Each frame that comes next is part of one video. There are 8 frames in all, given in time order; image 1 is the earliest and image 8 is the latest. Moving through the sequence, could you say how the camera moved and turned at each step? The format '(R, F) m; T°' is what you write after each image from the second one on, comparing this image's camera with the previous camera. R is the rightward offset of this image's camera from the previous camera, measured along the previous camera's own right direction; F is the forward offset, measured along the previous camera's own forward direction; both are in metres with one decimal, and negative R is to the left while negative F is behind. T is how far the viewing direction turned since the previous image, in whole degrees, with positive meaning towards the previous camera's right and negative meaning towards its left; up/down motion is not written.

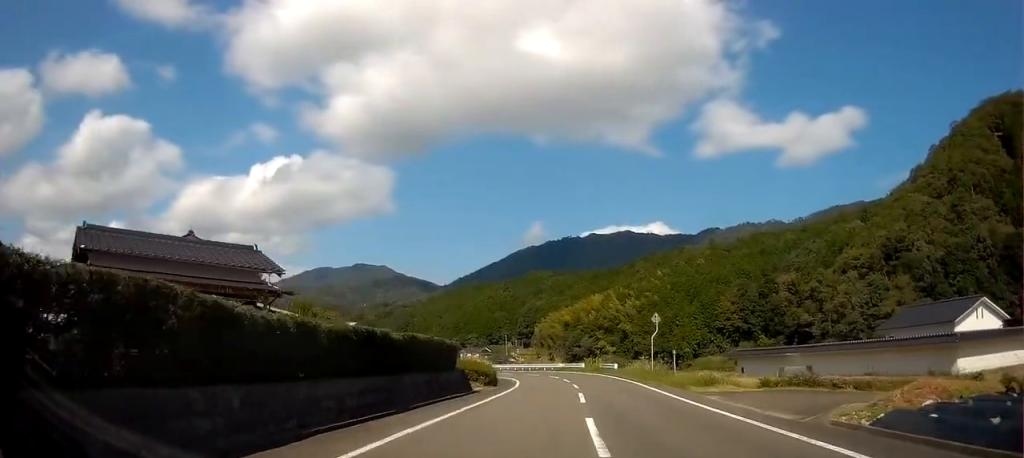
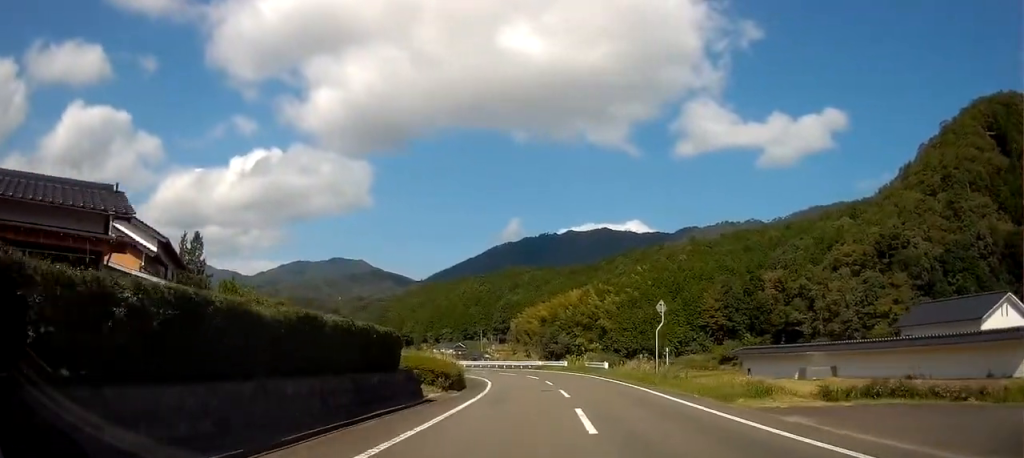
(-0.1, +7.5) m; +4°
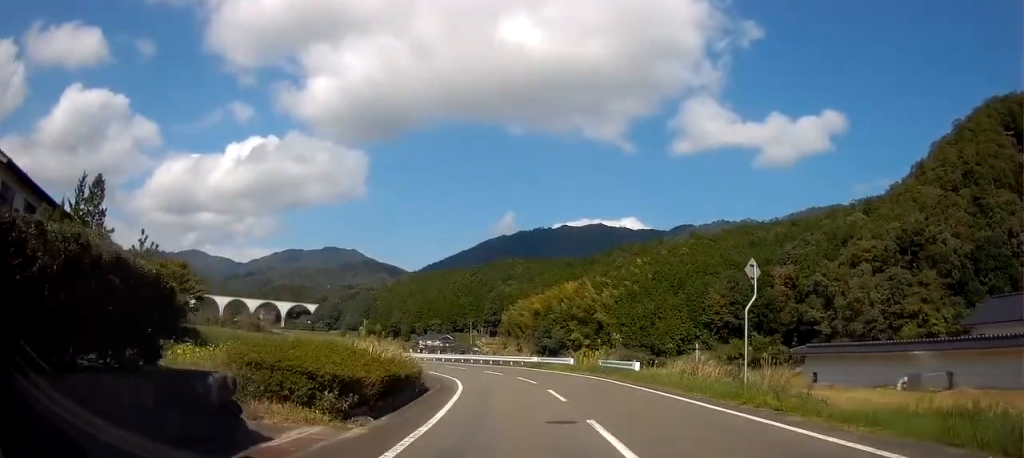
(+1.1, +13.0) m; +5°
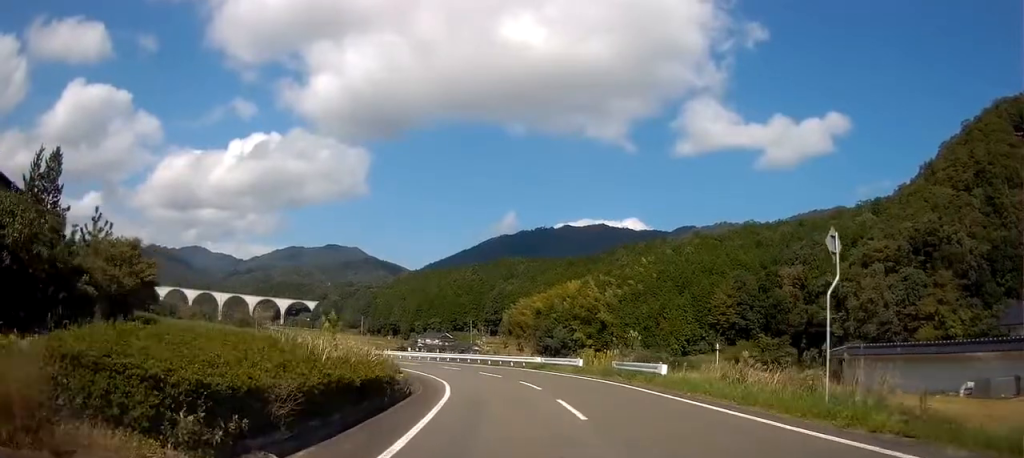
(+0.1, +4.9) m; -1°
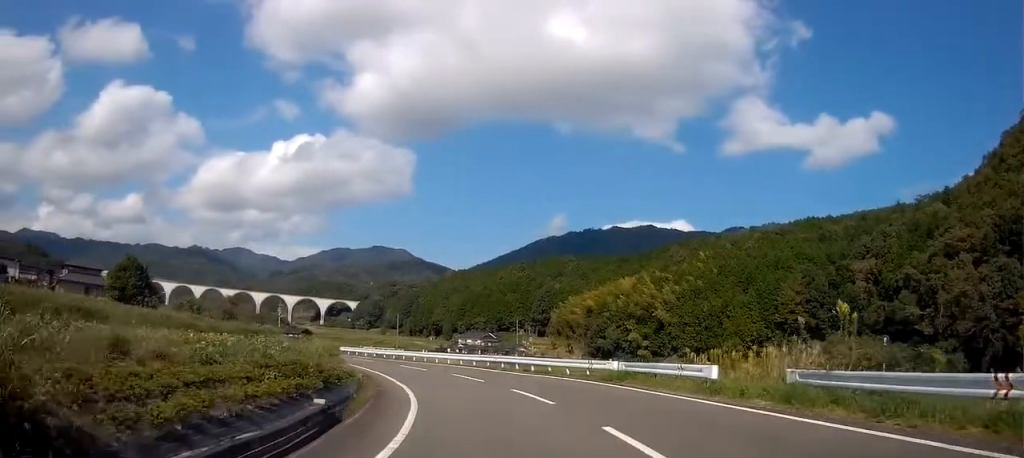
(-0.7, +16.8) m; -5°
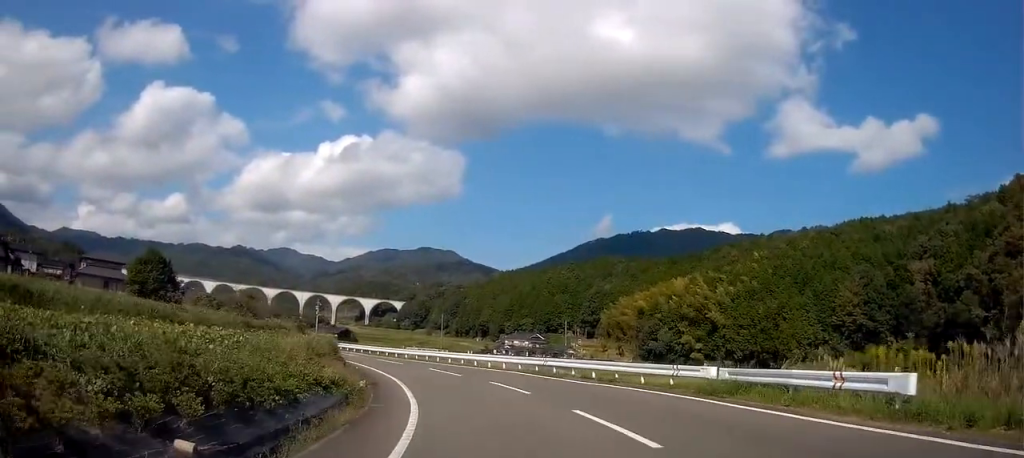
(-0.1, +7.2) m; -3°
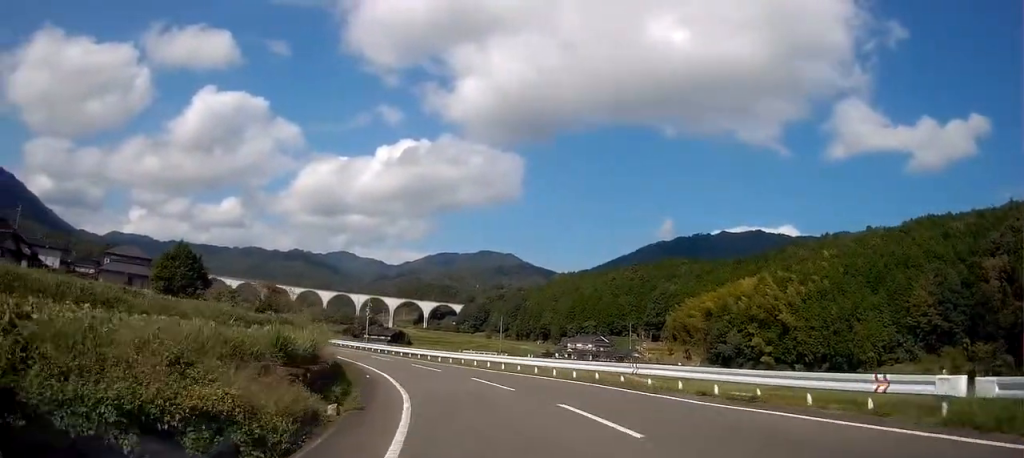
(-0.3, +8.9) m; -5°
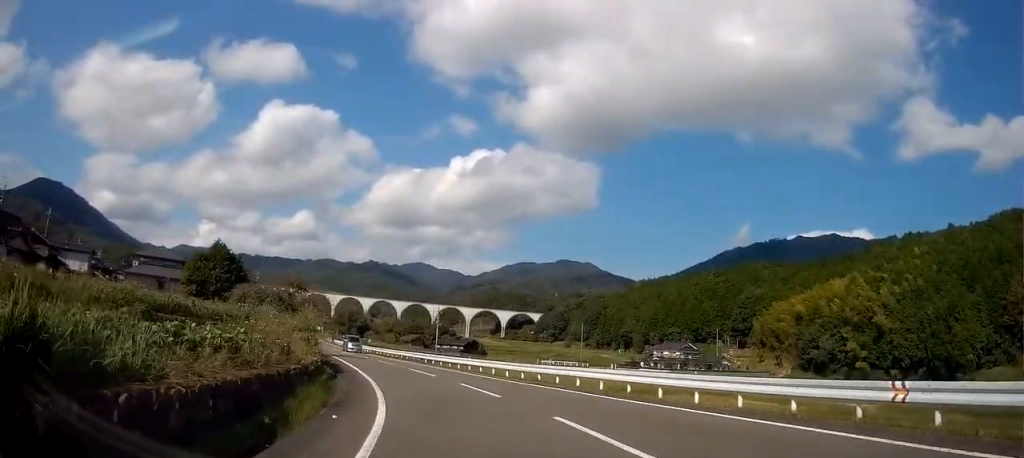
(-0.9, +11.8) m; -8°
